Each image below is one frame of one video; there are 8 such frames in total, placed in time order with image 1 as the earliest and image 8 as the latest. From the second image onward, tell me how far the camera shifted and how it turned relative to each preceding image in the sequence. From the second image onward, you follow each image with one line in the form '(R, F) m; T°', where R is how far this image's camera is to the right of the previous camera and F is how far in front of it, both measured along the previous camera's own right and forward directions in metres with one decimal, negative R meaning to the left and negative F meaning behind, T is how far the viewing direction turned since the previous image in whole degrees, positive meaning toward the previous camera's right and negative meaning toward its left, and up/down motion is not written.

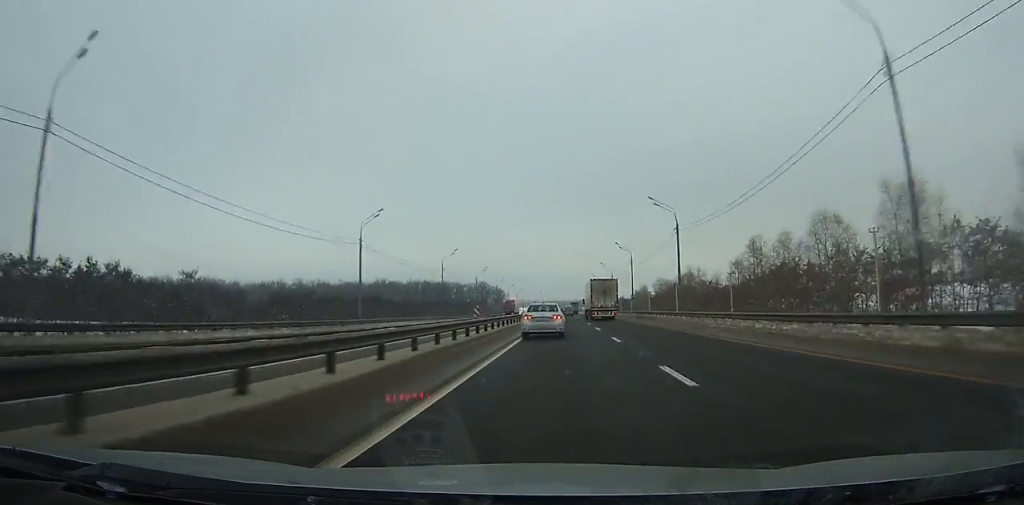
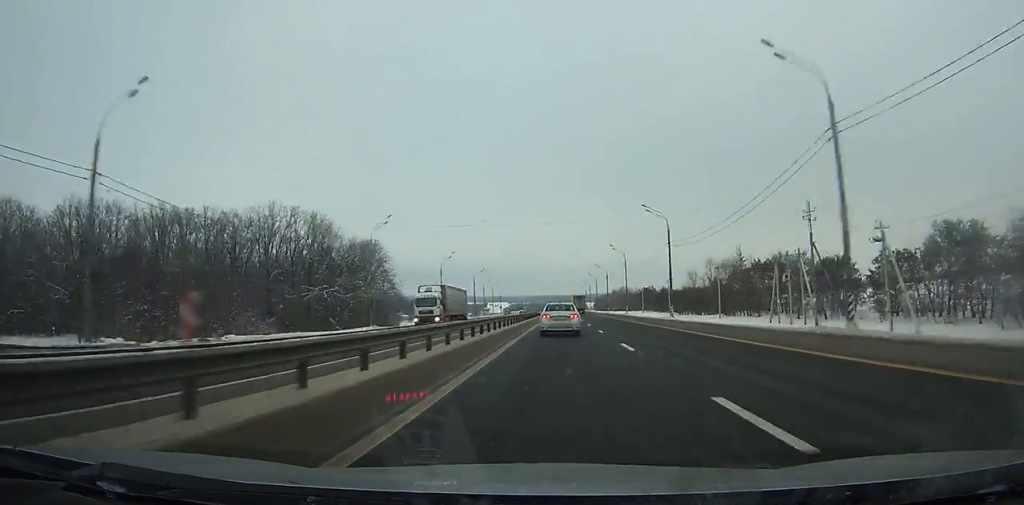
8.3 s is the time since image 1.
(+0.5, +258.0) m; 0°
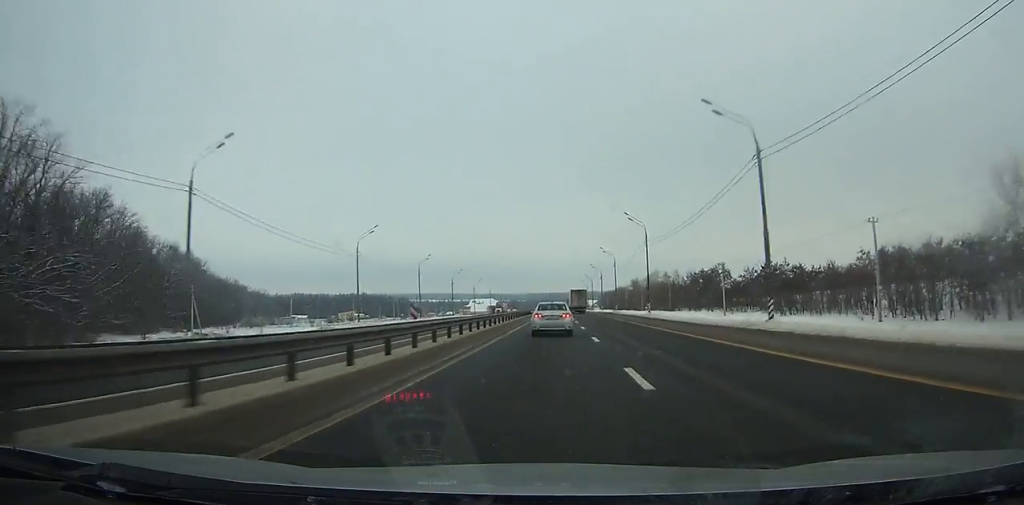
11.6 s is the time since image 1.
(0.0, +104.0) m; 0°
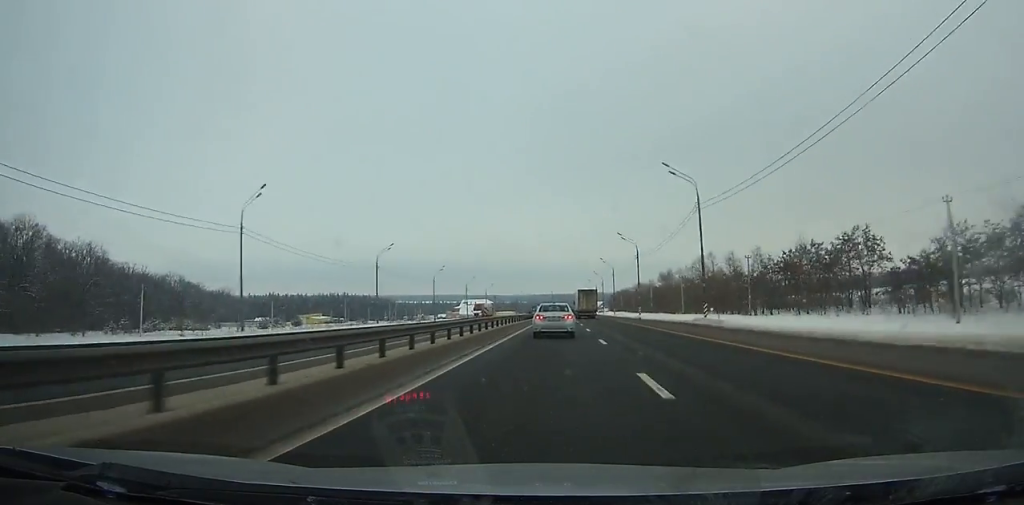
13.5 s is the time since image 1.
(-0.1, +60.1) m; 0°
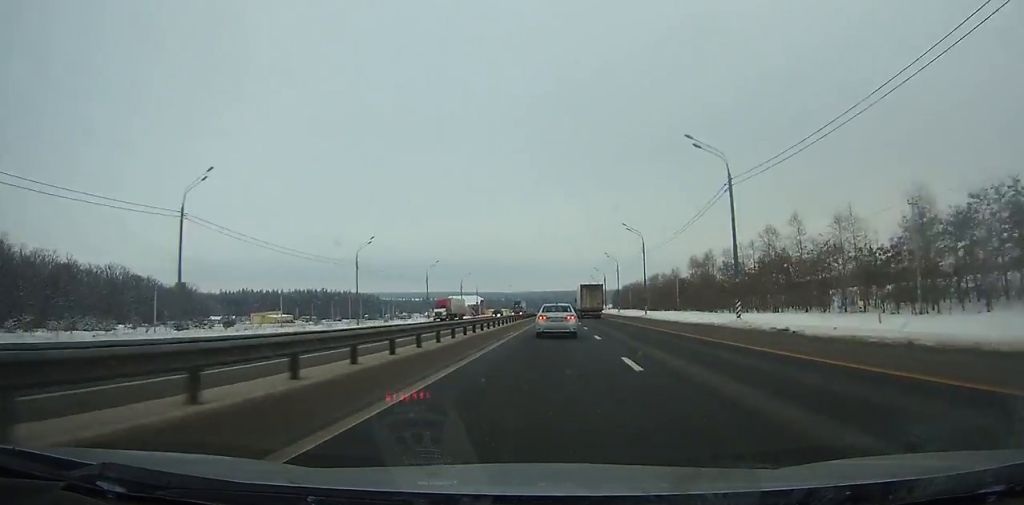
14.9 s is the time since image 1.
(+0.1, +44.3) m; 0°
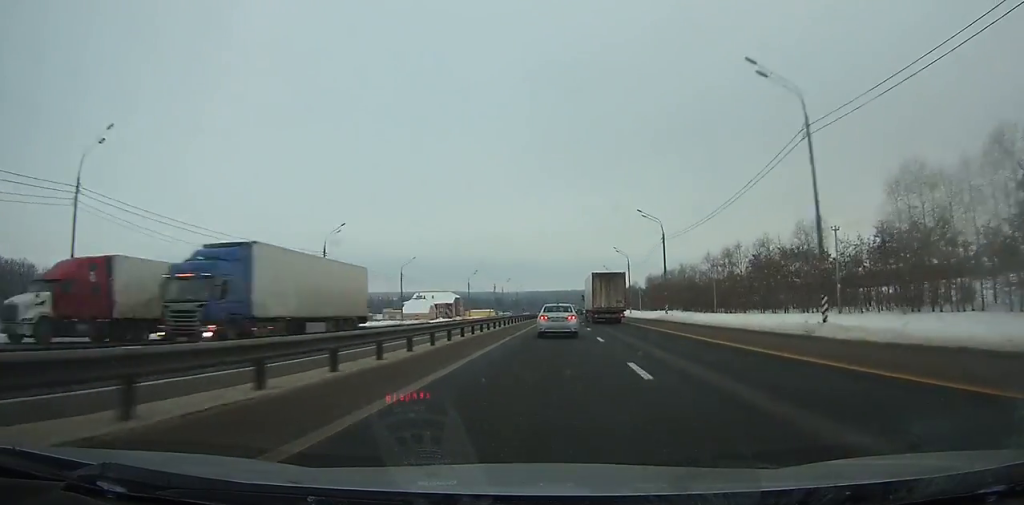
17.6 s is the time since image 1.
(0.0, +85.3) m; 0°
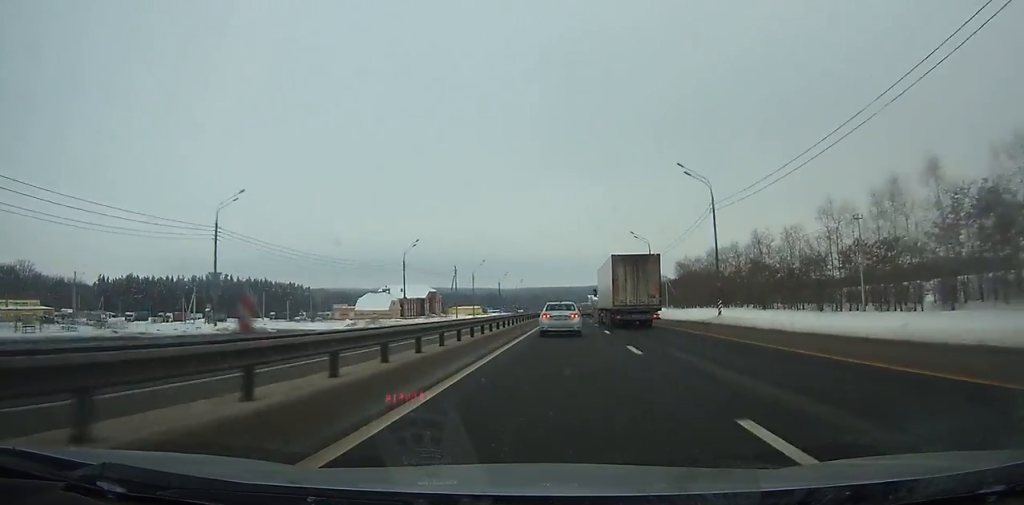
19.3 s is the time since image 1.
(-0.1, +53.6) m; 0°
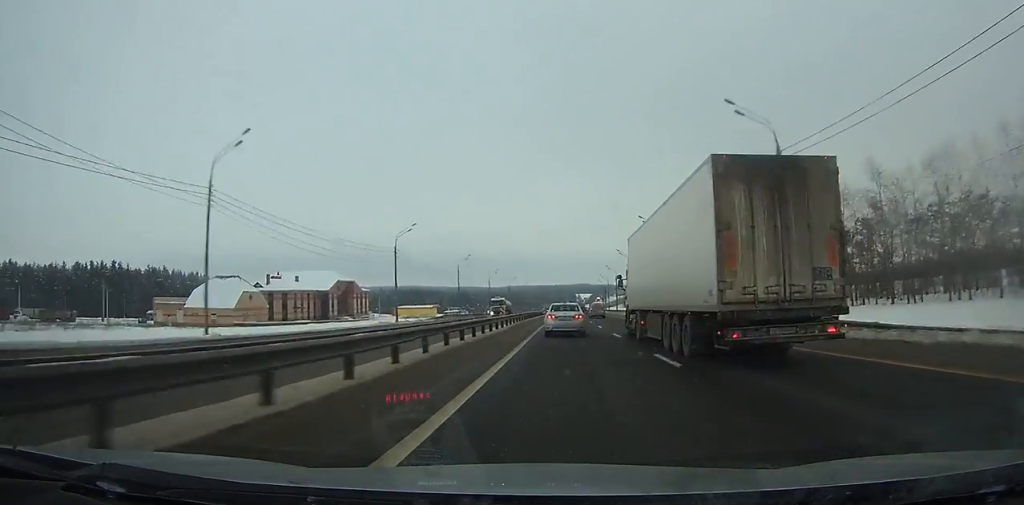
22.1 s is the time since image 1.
(+0.8, +88.0) m; +1°
